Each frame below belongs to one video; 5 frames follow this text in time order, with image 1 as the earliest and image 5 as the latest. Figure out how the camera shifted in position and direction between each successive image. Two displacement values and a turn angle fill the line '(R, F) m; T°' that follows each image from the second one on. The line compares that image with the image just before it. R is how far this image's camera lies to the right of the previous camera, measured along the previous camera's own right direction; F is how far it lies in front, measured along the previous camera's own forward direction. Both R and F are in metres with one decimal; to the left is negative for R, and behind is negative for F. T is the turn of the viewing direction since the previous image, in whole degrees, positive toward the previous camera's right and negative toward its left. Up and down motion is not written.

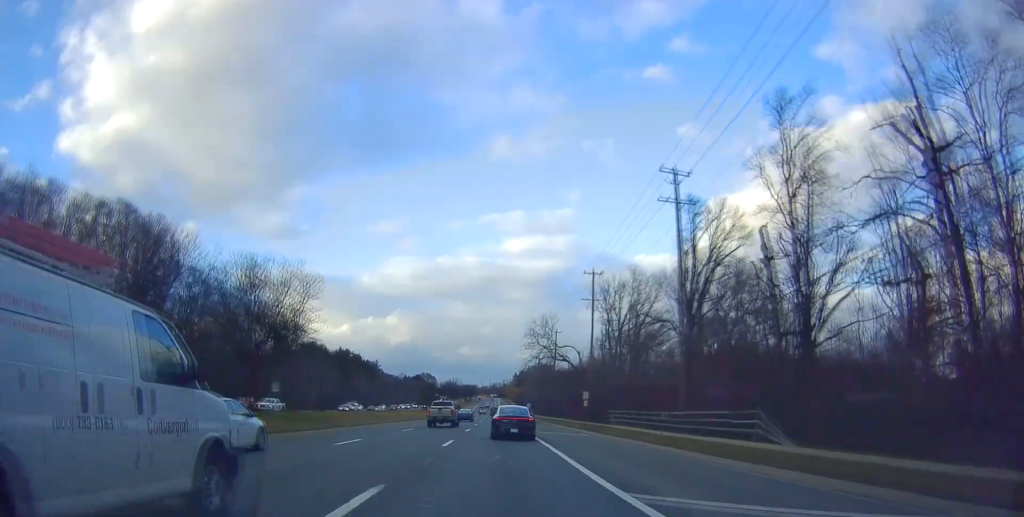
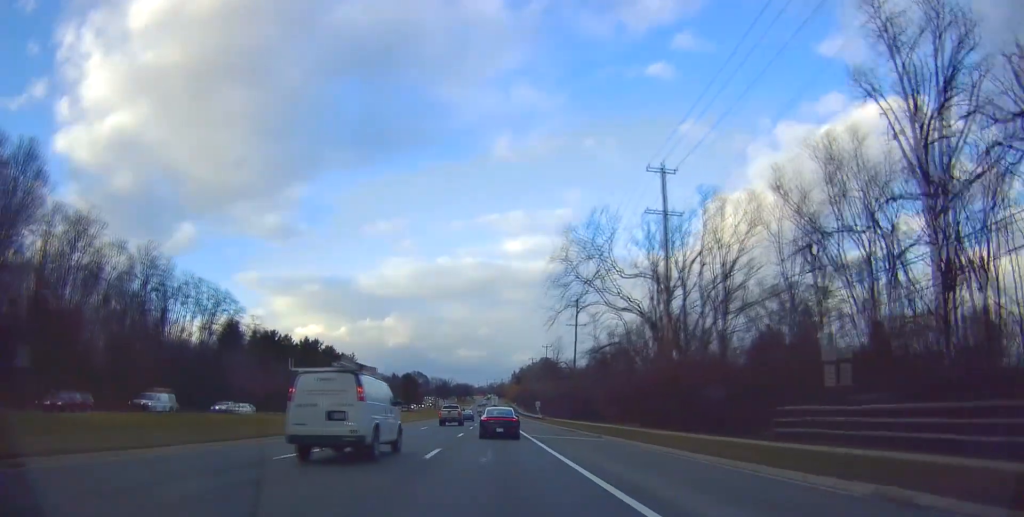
(+0.4, +35.8) m; +2°
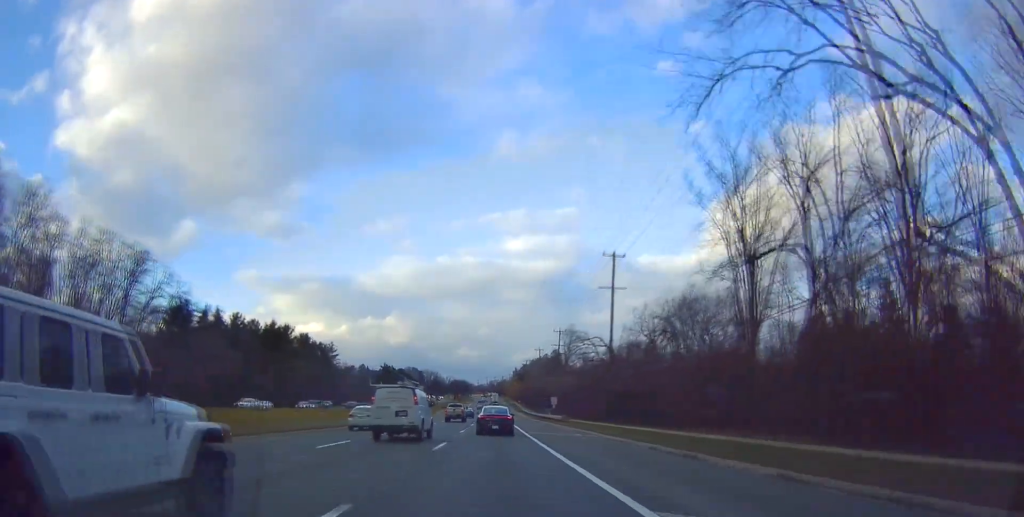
(0.0, +27.0) m; +1°
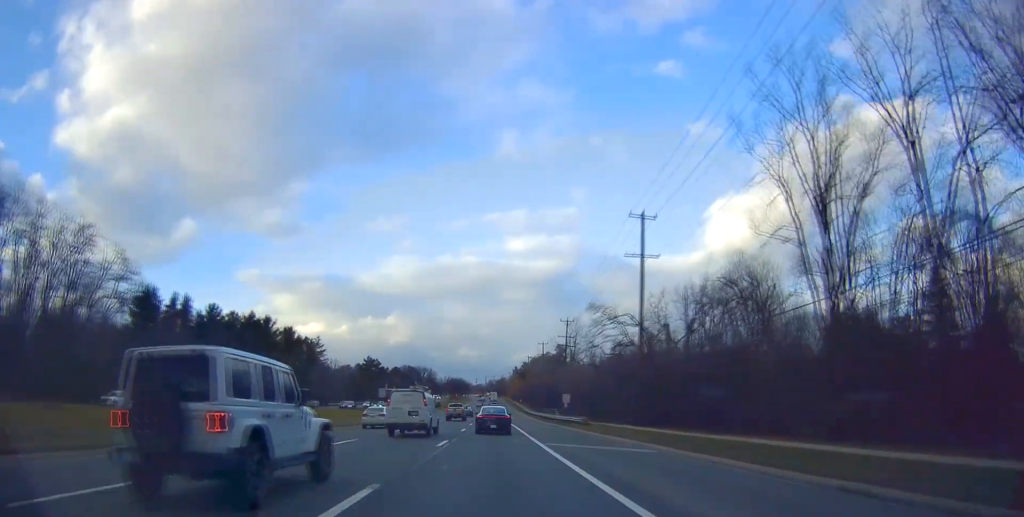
(+0.3, +13.2) m; -1°
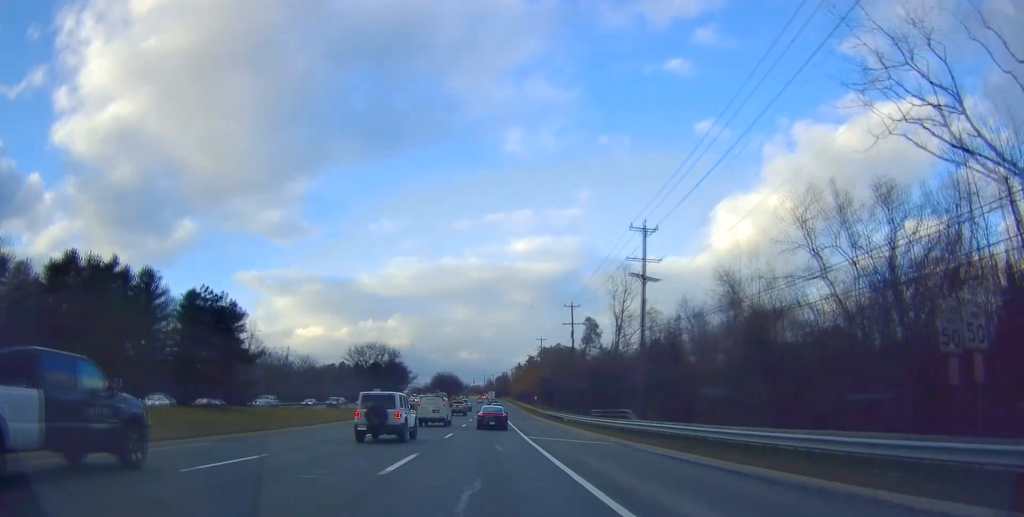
(-0.4, +53.6) m; -1°
